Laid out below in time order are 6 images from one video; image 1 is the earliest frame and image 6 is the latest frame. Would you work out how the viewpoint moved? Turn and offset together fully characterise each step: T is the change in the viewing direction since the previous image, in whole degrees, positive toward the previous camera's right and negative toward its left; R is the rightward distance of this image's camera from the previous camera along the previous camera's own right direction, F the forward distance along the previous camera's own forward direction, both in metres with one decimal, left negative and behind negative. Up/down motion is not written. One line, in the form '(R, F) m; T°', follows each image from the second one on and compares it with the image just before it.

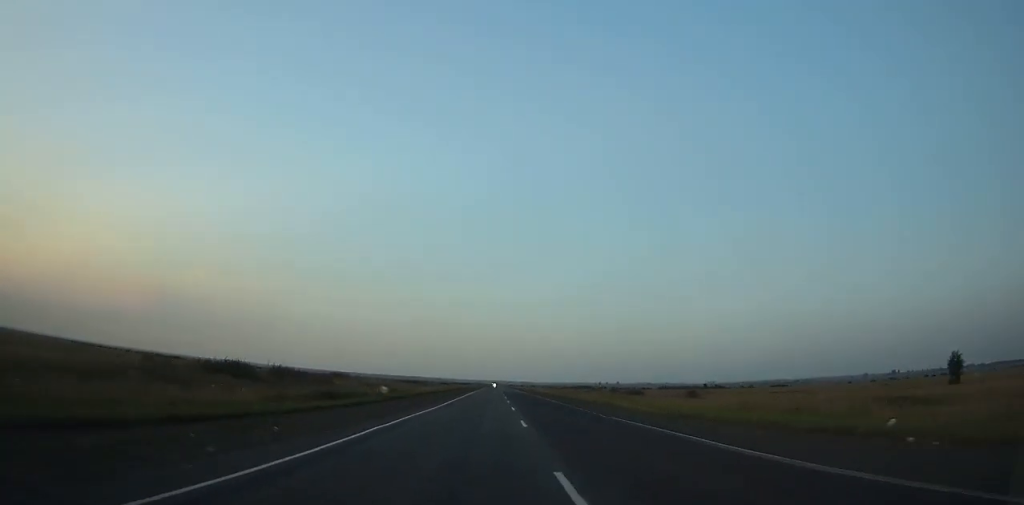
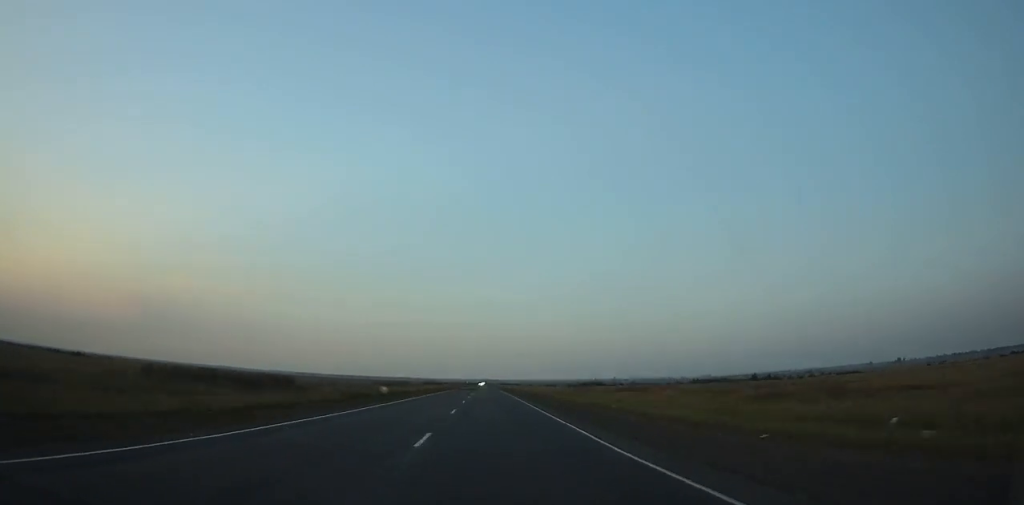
(+2.1, +108.7) m; +1°
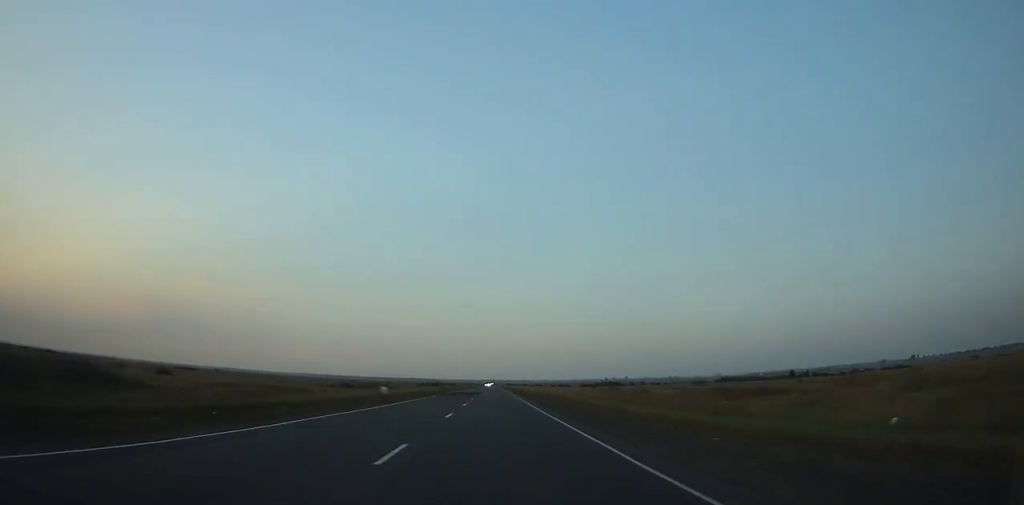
(-0.1, +37.0) m; 0°
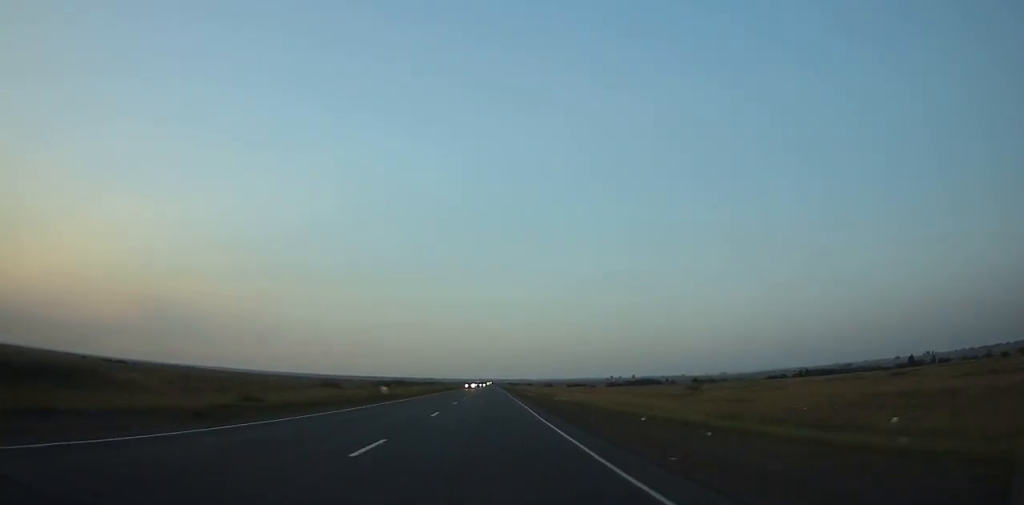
(-0.7, +105.4) m; 0°
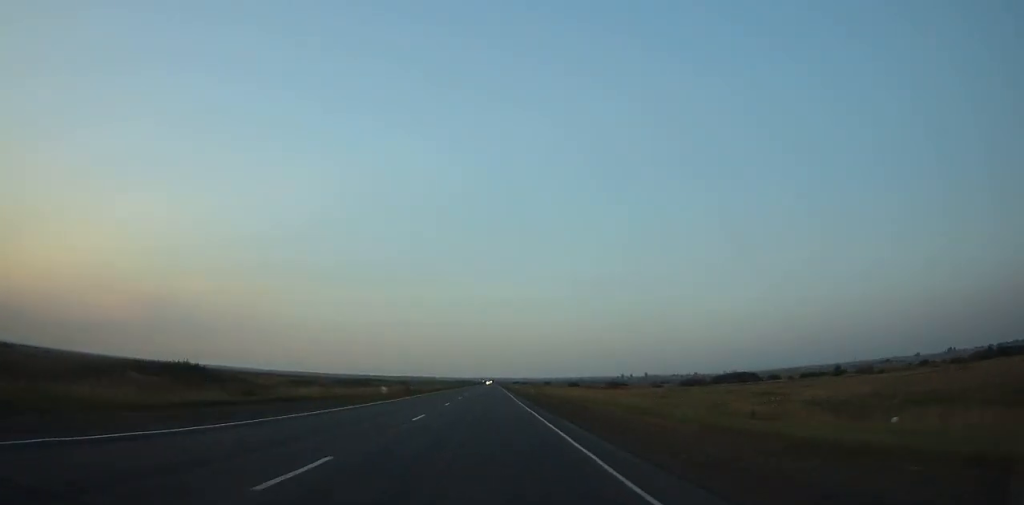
(+0.3, +120.5) m; 0°
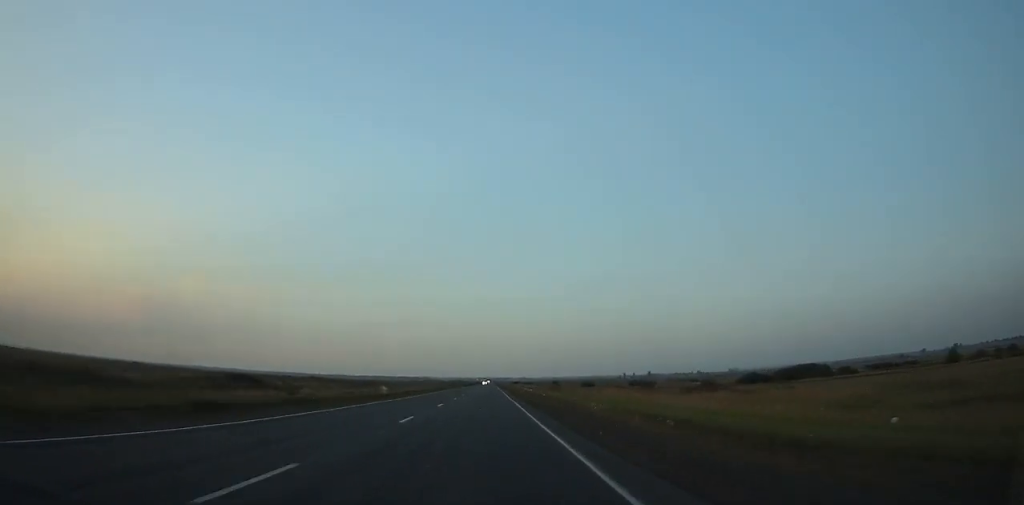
(-0.1, +46.1) m; 0°
